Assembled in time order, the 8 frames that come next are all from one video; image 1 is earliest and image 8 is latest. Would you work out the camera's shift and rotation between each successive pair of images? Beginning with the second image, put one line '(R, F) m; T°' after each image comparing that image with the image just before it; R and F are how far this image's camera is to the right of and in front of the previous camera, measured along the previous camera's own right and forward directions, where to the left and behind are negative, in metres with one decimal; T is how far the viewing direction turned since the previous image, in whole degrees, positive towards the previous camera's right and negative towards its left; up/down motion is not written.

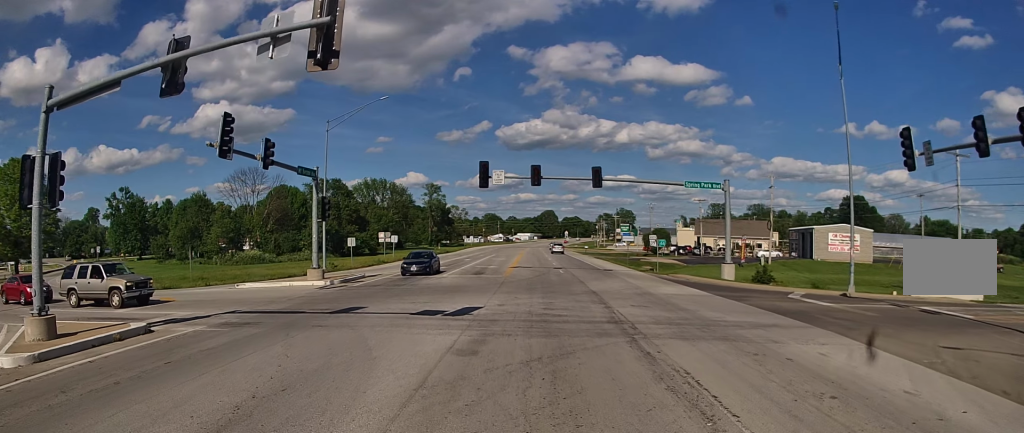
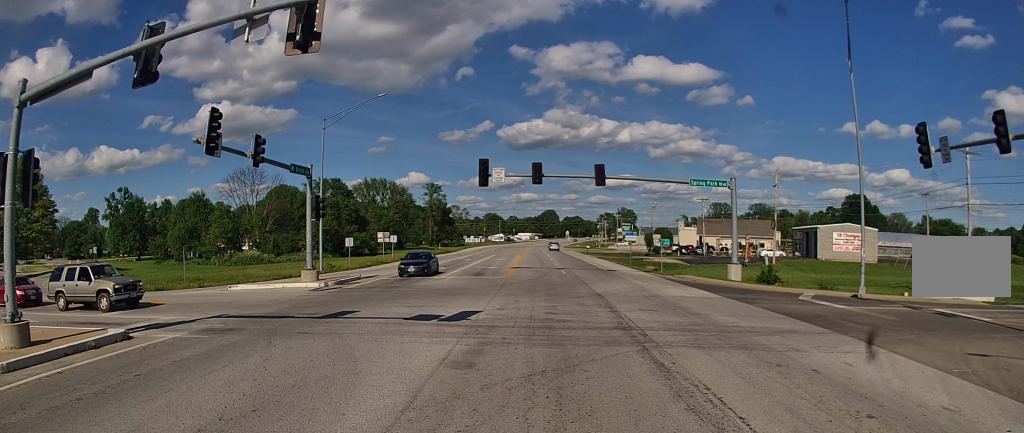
(+0.2, +2.7) m; +1°
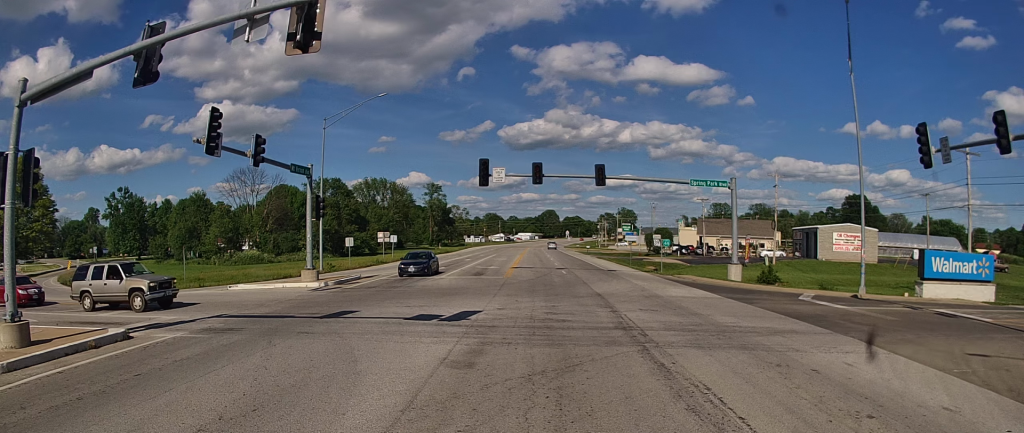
(+0.4, -0.1) m; 0°
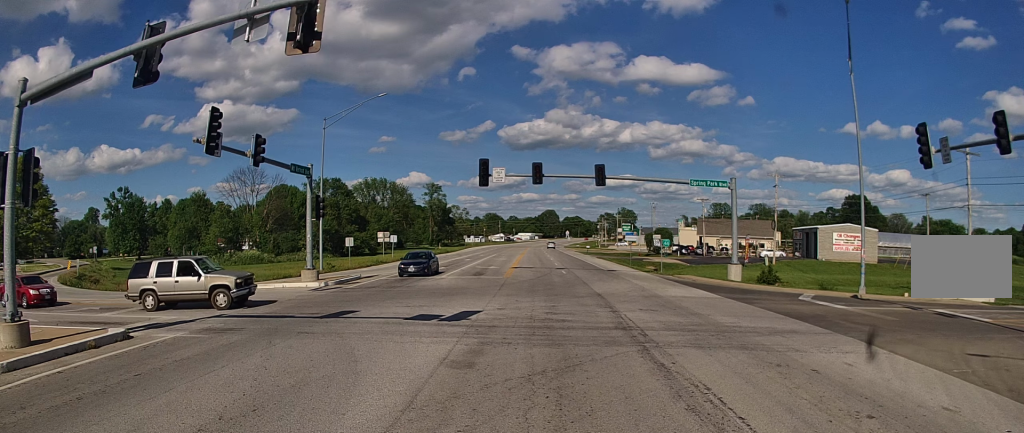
(0.0, 0.0) m; 0°
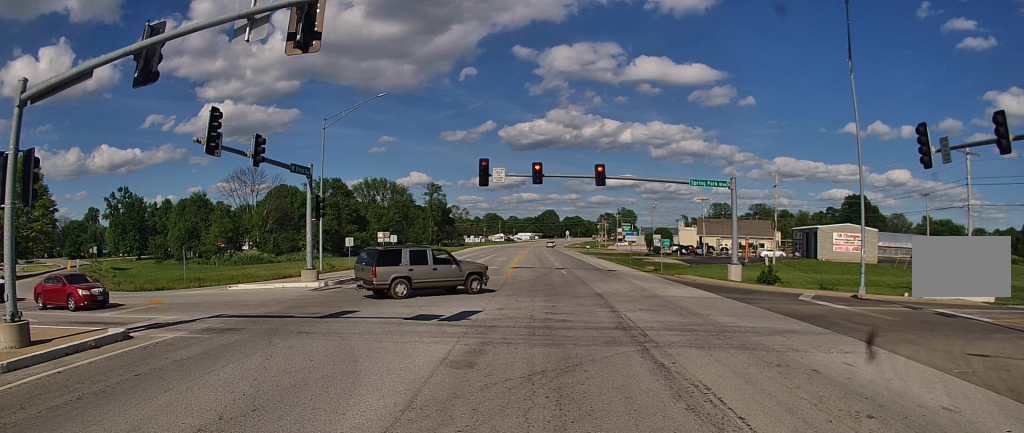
(0.0, 0.0) m; 0°
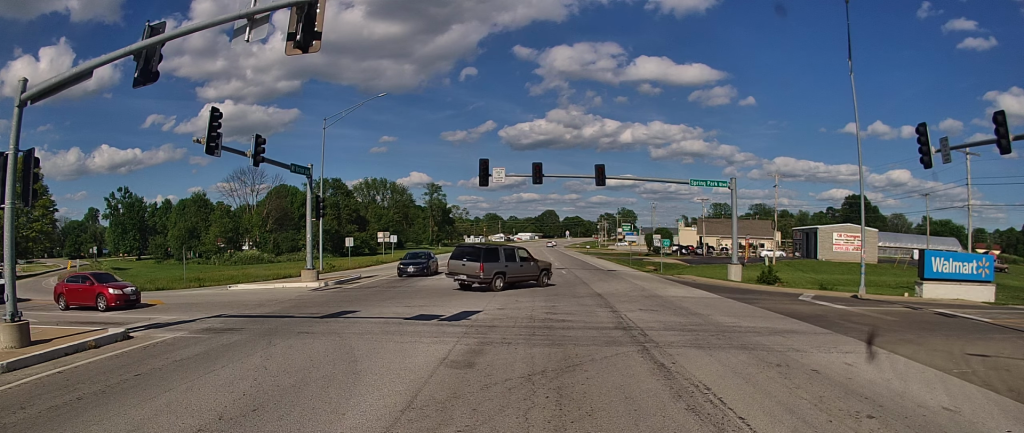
(0.0, 0.0) m; 0°
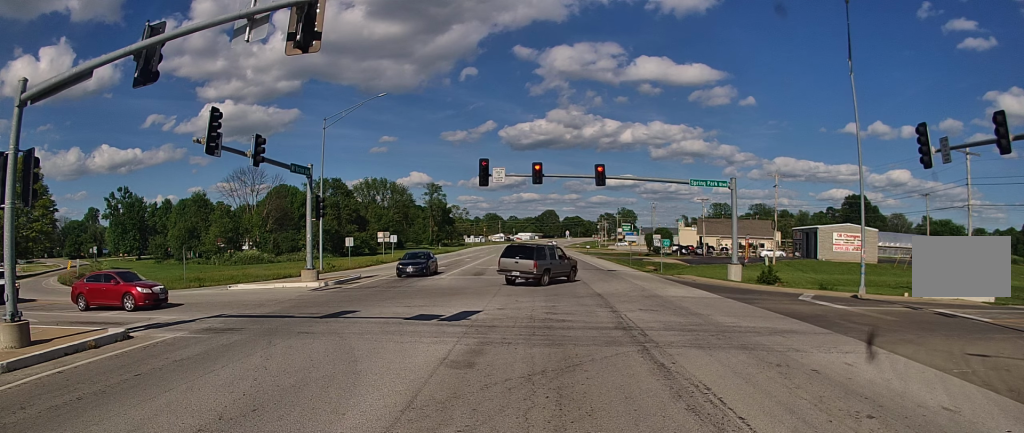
(0.0, 0.0) m; 0°
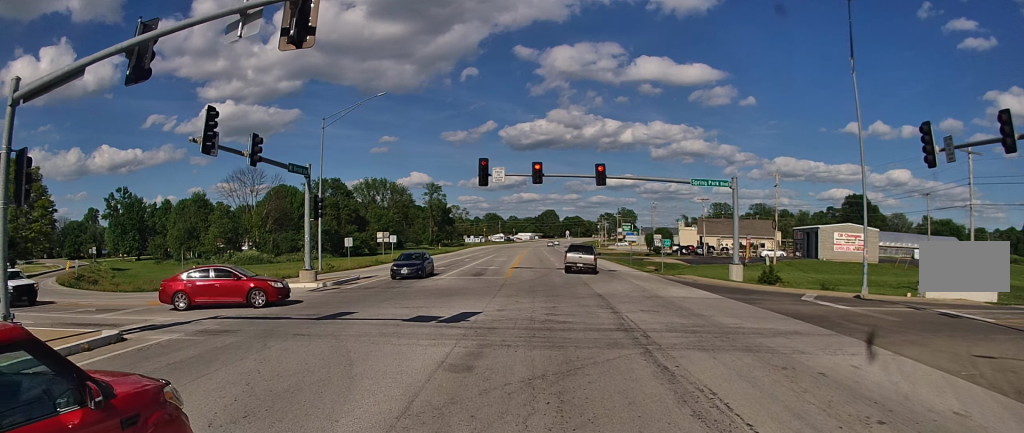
(0.0, 0.0) m; 0°
